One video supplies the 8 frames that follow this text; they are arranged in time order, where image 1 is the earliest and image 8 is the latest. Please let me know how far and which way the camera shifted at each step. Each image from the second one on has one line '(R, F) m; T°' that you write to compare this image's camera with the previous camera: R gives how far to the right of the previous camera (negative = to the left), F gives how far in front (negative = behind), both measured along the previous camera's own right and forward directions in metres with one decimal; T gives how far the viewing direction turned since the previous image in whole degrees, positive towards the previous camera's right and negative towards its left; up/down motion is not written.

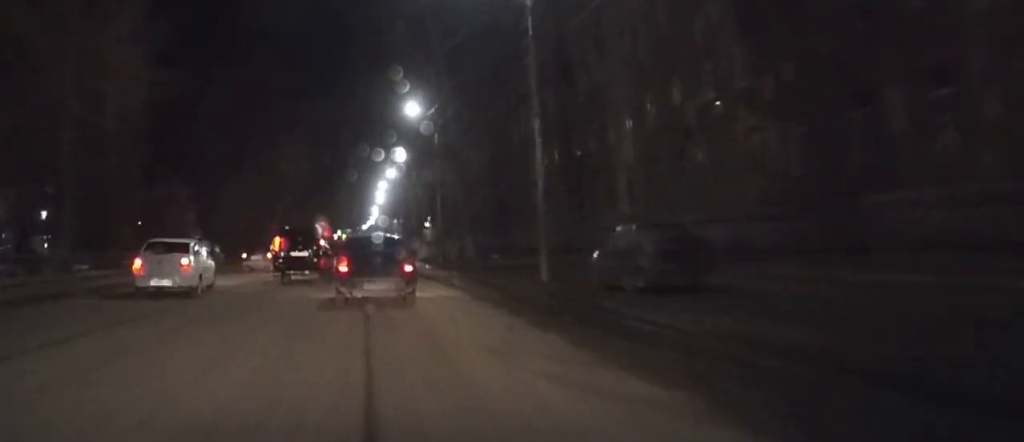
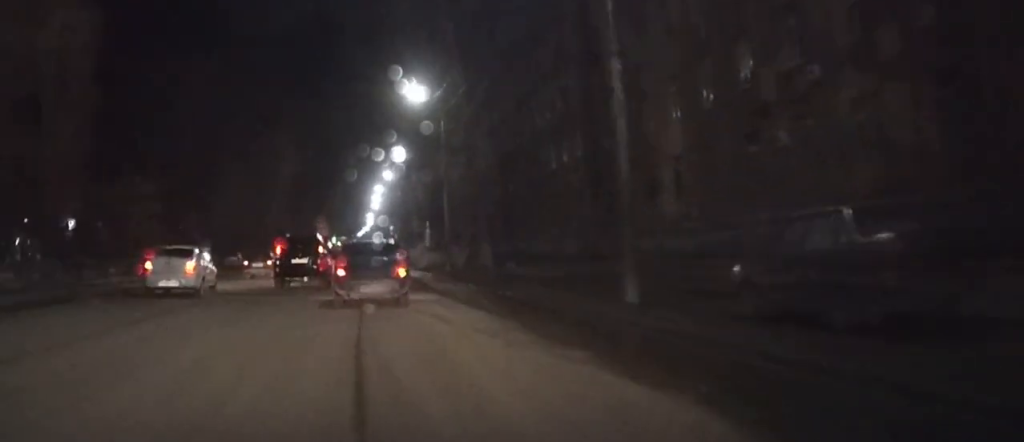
(+0.1, +9.7) m; +1°
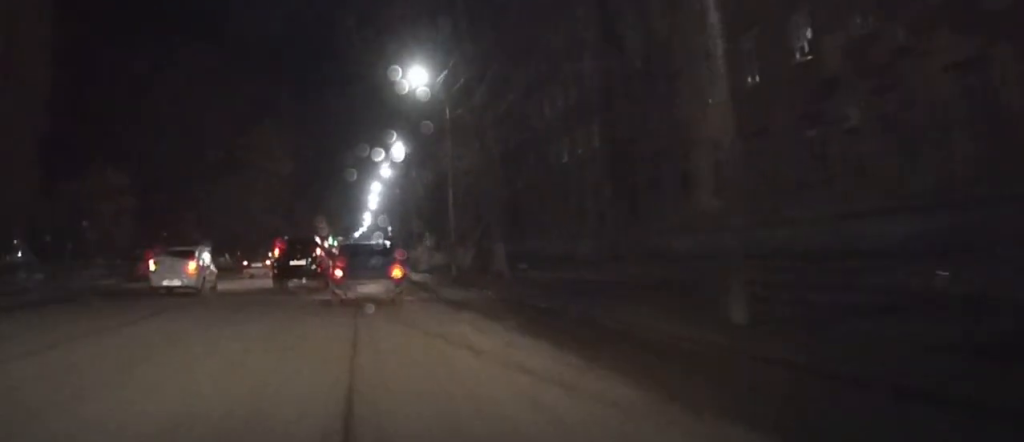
(0.0, +5.7) m; 0°
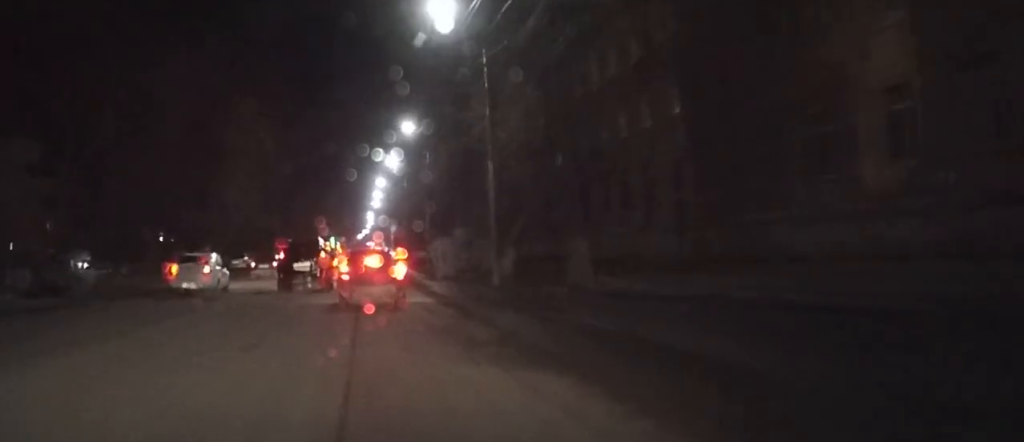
(+0.2, +14.7) m; +1°
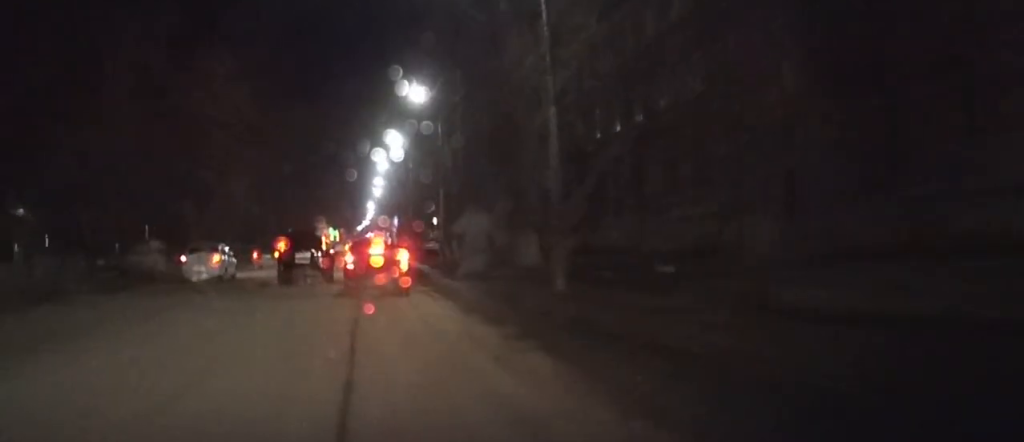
(+0.1, +10.3) m; +1°
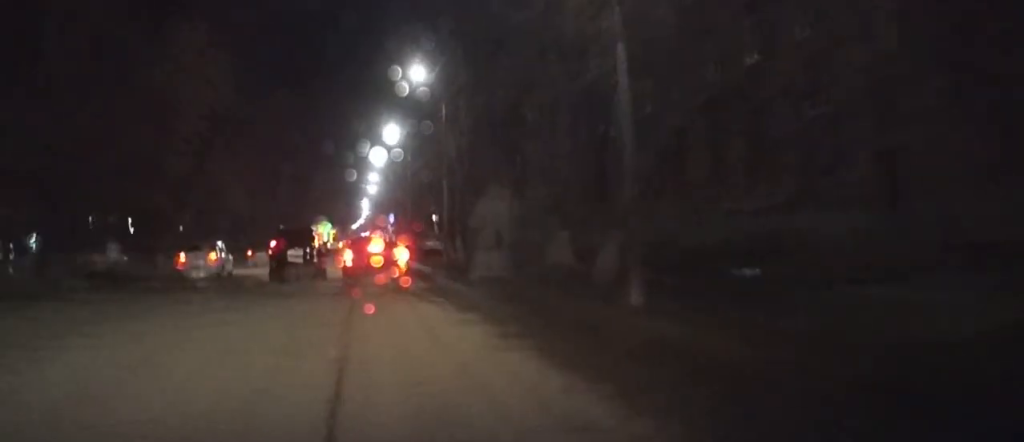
(0.0, +6.0) m; 0°
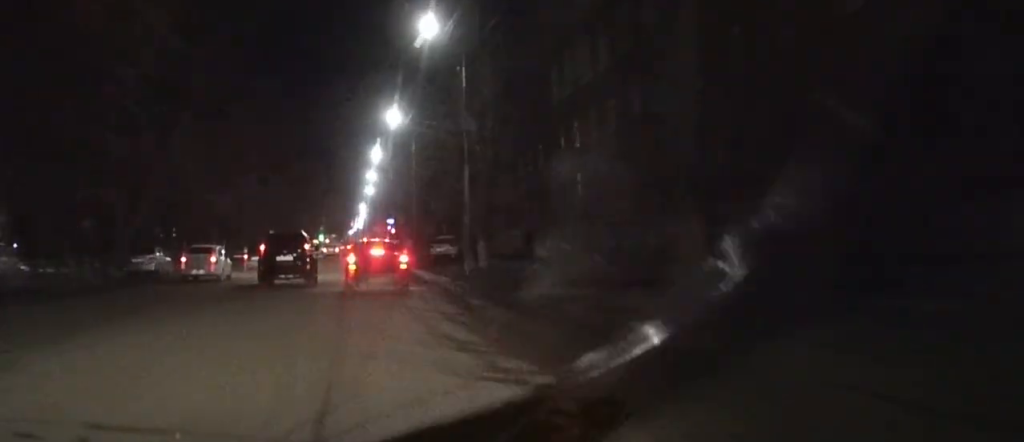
(0.0, +11.0) m; 0°
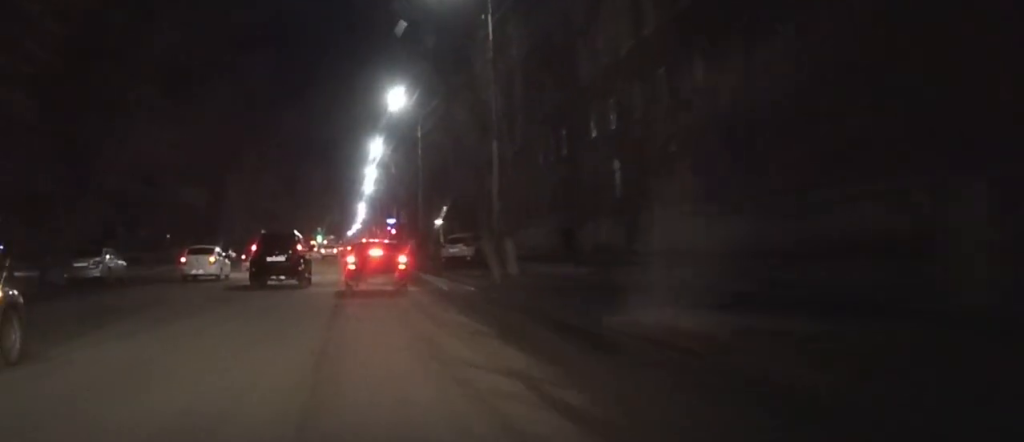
(0.0, +7.5) m; 0°
